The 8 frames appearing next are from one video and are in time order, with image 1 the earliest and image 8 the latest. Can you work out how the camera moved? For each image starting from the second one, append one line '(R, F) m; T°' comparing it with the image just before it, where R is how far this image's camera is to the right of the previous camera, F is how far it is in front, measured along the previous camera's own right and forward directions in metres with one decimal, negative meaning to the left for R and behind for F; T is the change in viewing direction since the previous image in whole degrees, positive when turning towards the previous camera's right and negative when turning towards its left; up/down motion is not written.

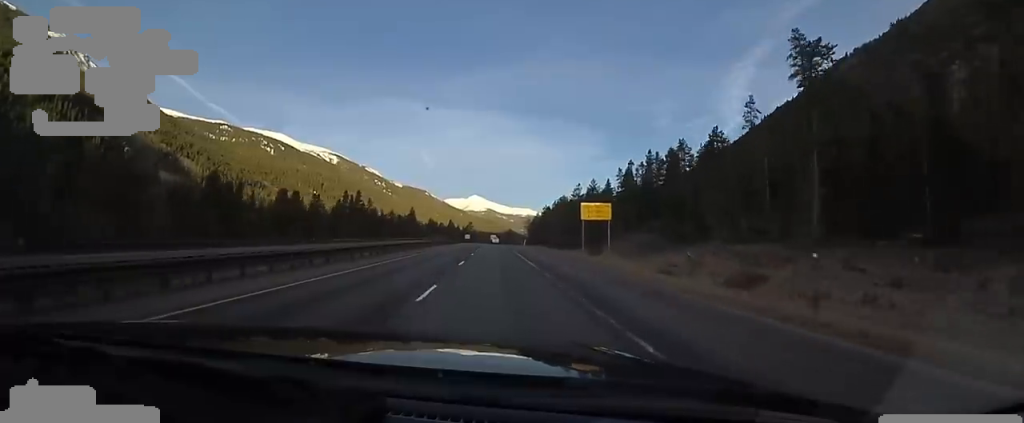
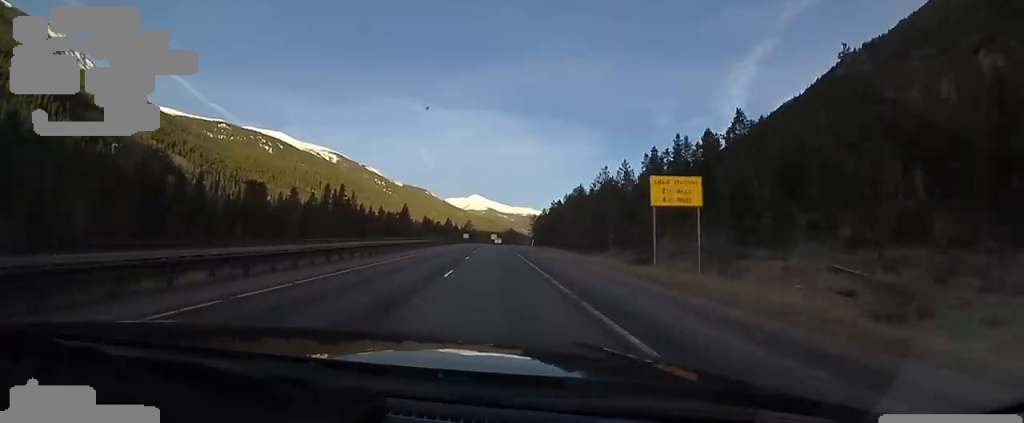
(0.0, +18.8) m; 0°
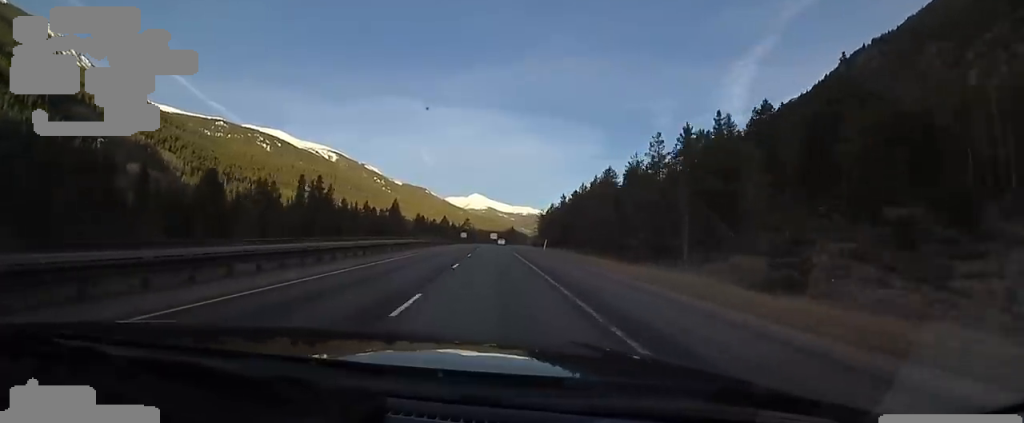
(0.0, +19.9) m; 0°
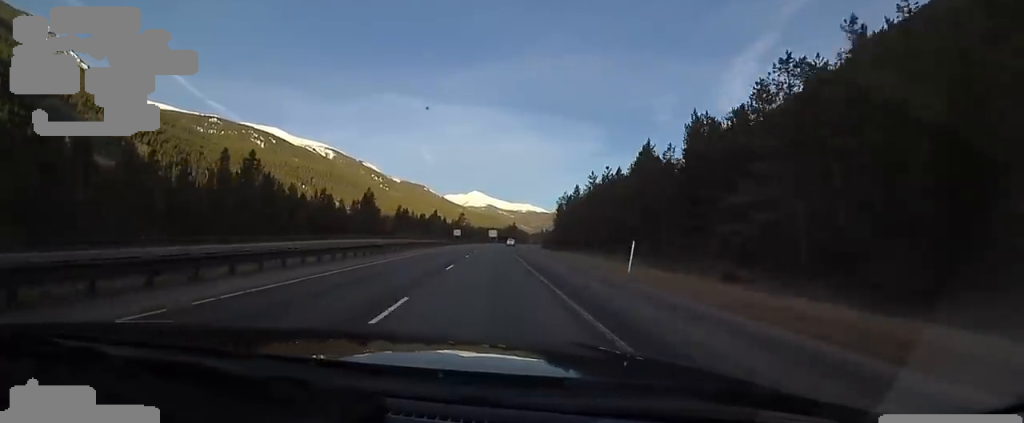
(0.0, +37.7) m; 0°
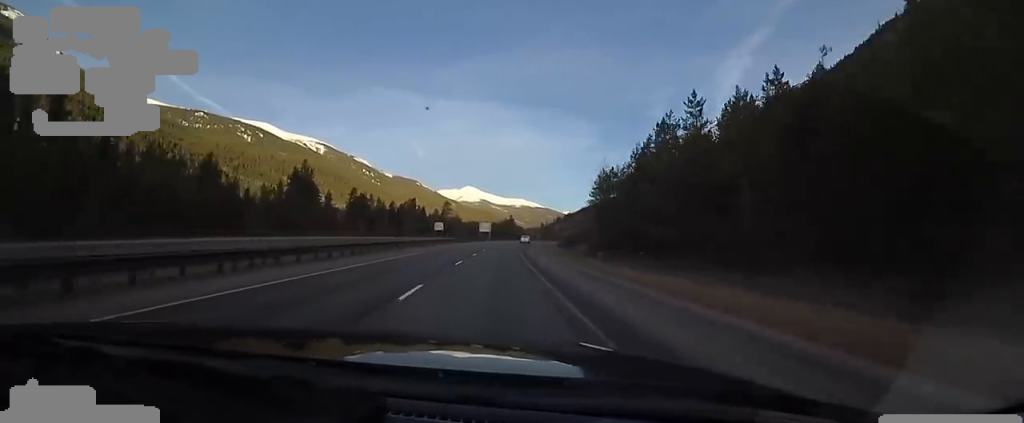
(0.0, +46.2) m; +2°
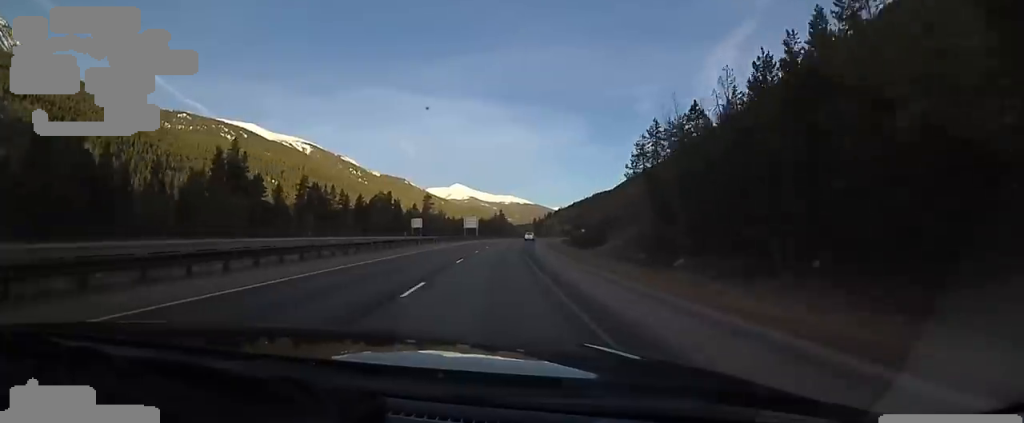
(+0.8, +24.1) m; +1°
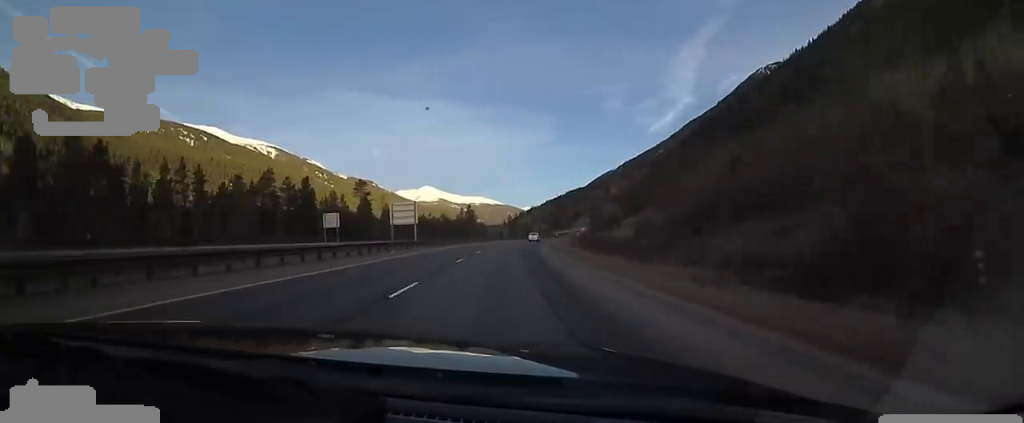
(-0.2, +48.5) m; +3°
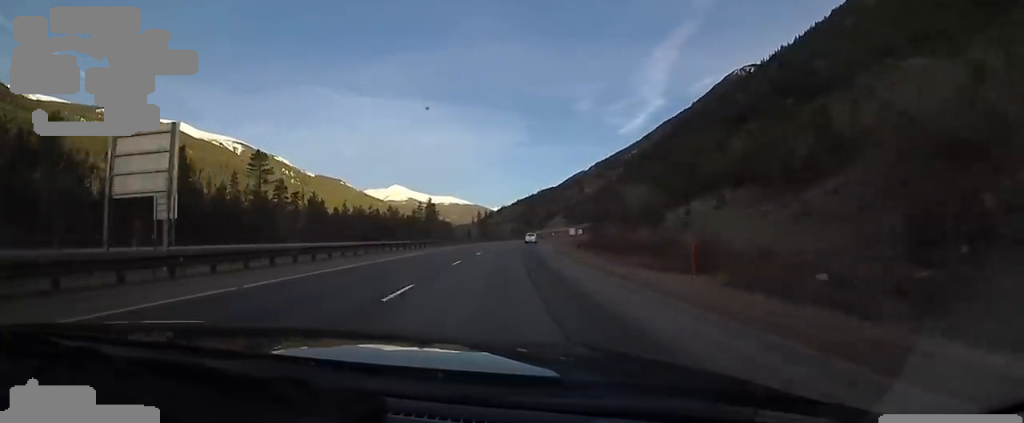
(+2.5, +36.9) m; +3°
